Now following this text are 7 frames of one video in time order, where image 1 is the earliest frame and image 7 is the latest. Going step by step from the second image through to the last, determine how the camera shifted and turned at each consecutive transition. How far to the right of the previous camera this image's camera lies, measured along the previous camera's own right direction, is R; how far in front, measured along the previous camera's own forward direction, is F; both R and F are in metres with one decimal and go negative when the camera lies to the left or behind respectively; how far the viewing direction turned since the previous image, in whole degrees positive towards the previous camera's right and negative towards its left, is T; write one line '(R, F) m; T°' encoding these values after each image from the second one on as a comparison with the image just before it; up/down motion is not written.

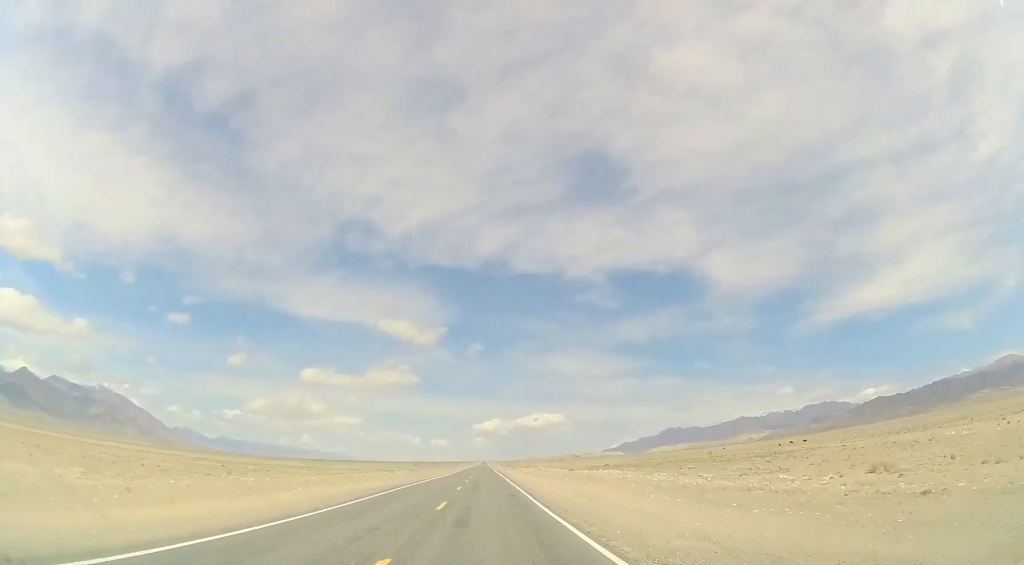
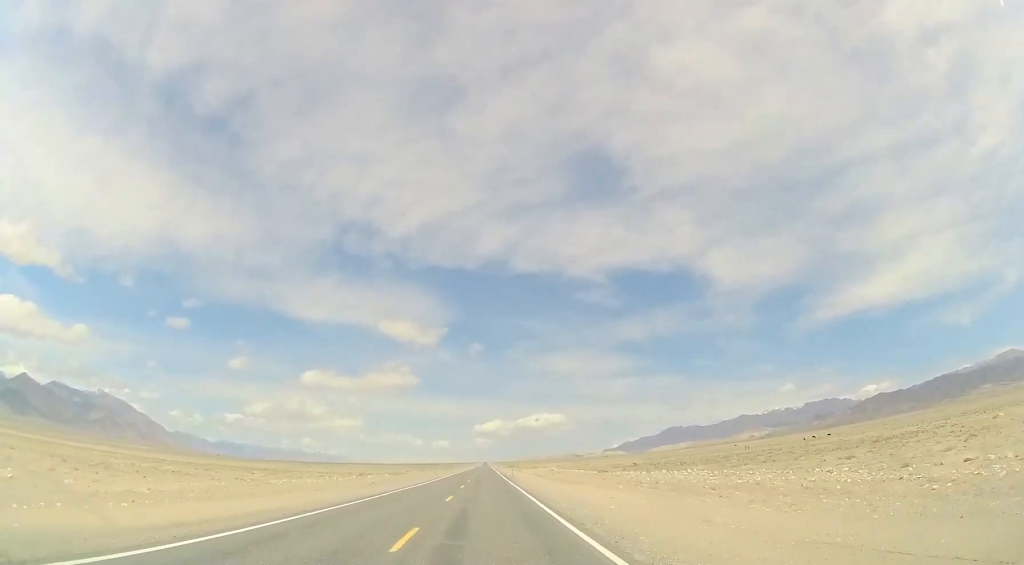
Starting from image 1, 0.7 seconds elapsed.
(+0.2, +22.8) m; 0°
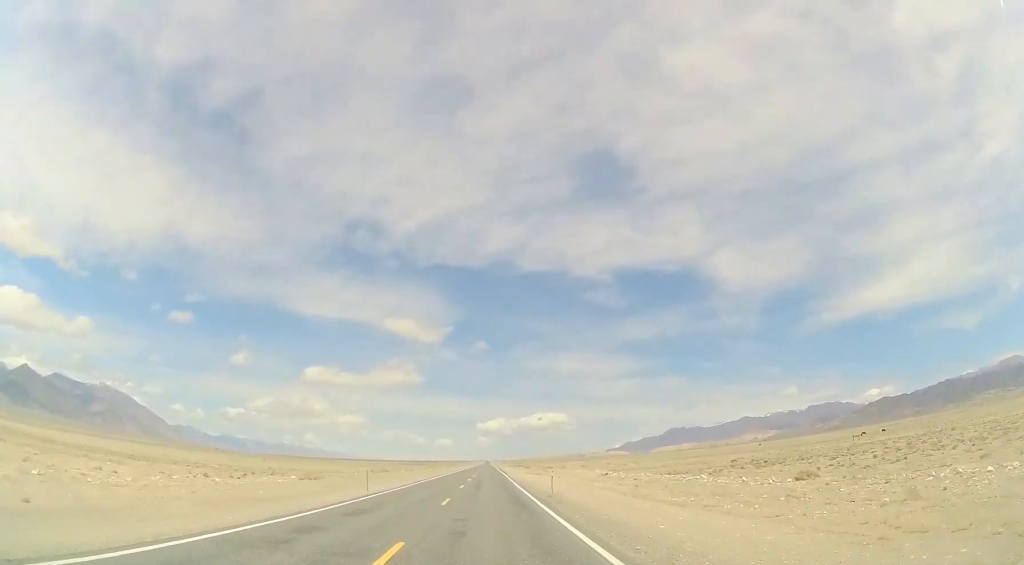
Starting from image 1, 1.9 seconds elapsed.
(-0.3, +43.1) m; -1°
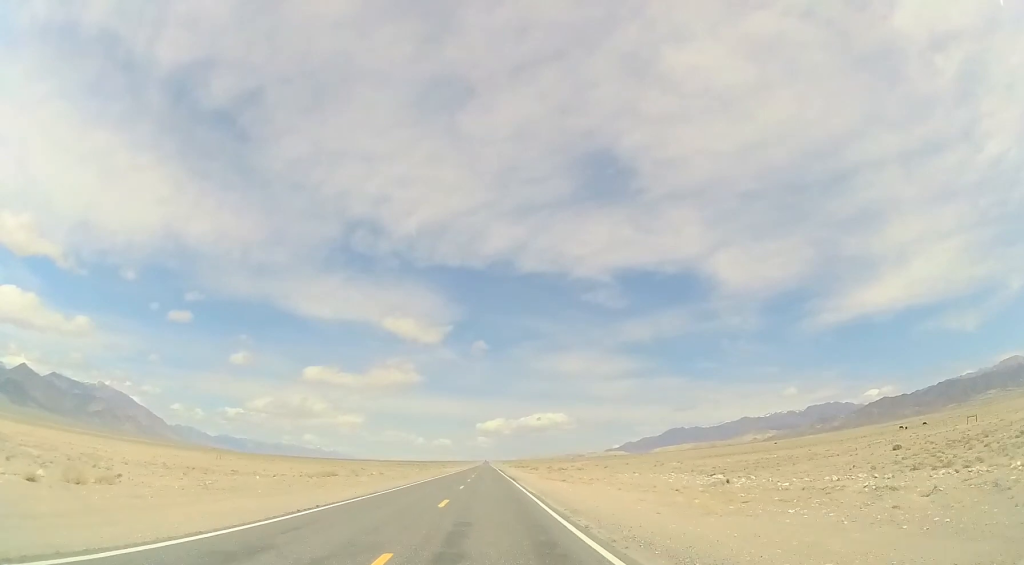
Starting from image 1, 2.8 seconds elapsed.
(-0.5, +28.3) m; 0°
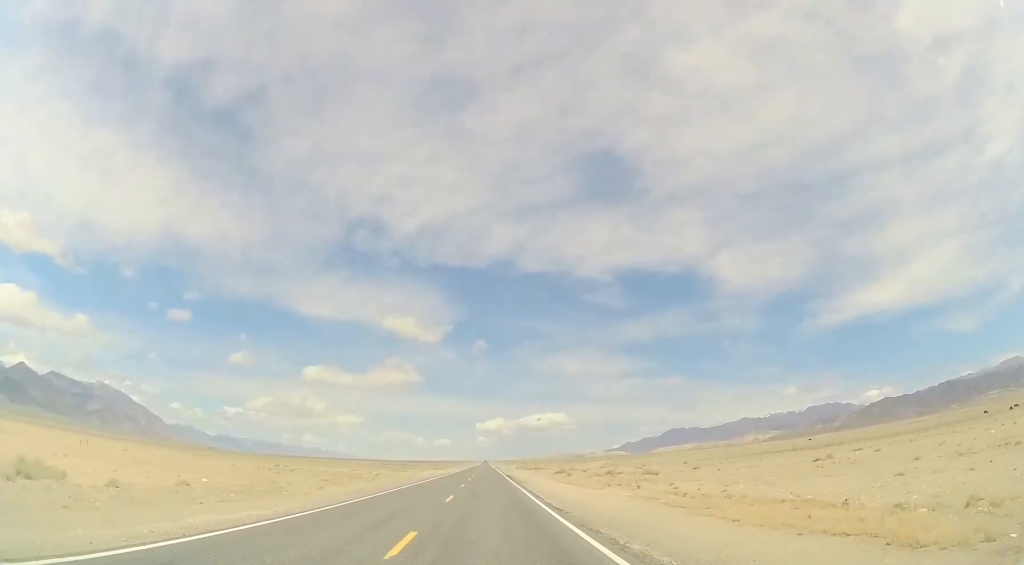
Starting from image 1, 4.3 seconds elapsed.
(+0.8, +51.4) m; 0°
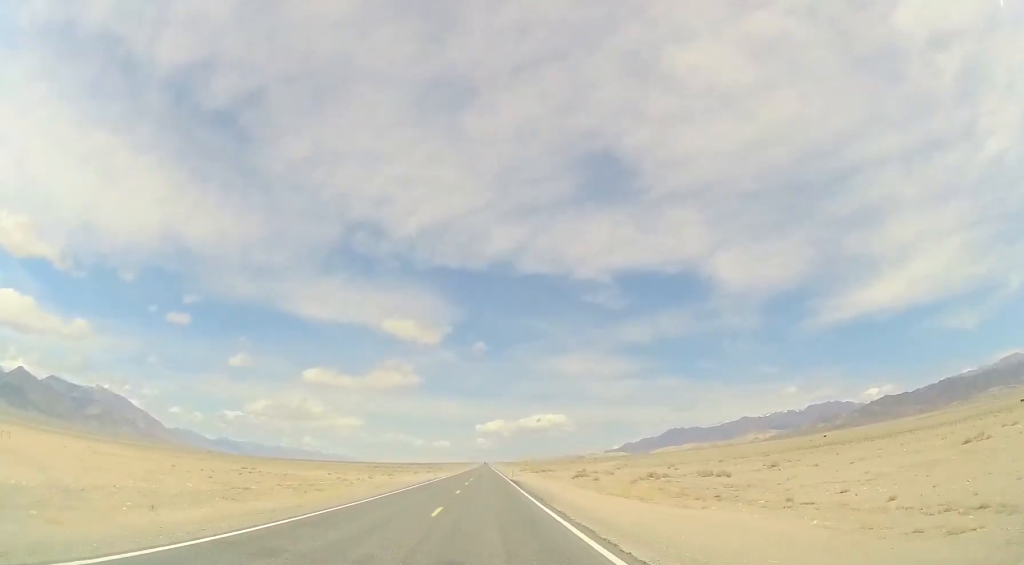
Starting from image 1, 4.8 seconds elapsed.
(-0.1, +19.5) m; -1°
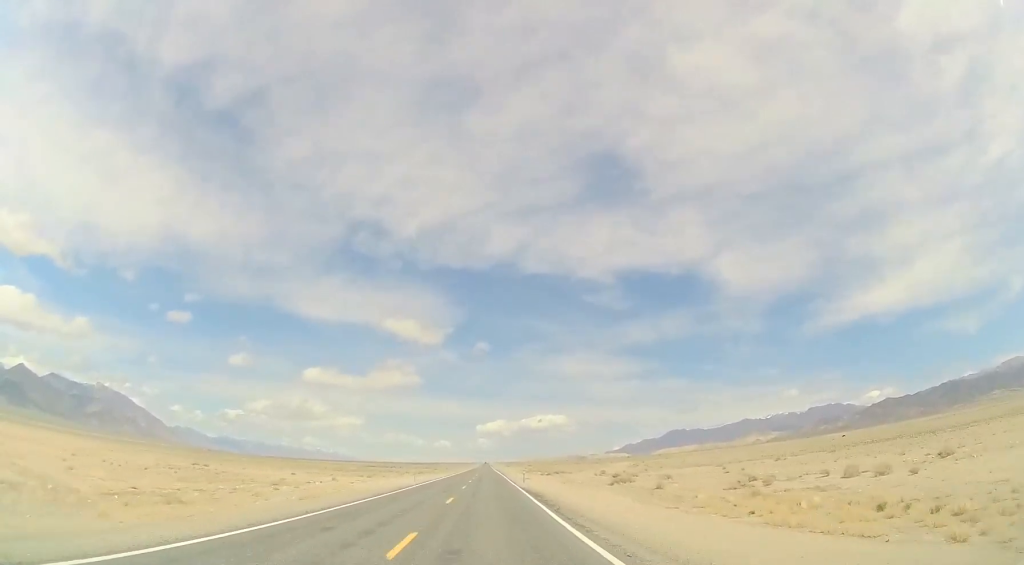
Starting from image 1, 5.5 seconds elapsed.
(-0.1, +21.7) m; 0°
